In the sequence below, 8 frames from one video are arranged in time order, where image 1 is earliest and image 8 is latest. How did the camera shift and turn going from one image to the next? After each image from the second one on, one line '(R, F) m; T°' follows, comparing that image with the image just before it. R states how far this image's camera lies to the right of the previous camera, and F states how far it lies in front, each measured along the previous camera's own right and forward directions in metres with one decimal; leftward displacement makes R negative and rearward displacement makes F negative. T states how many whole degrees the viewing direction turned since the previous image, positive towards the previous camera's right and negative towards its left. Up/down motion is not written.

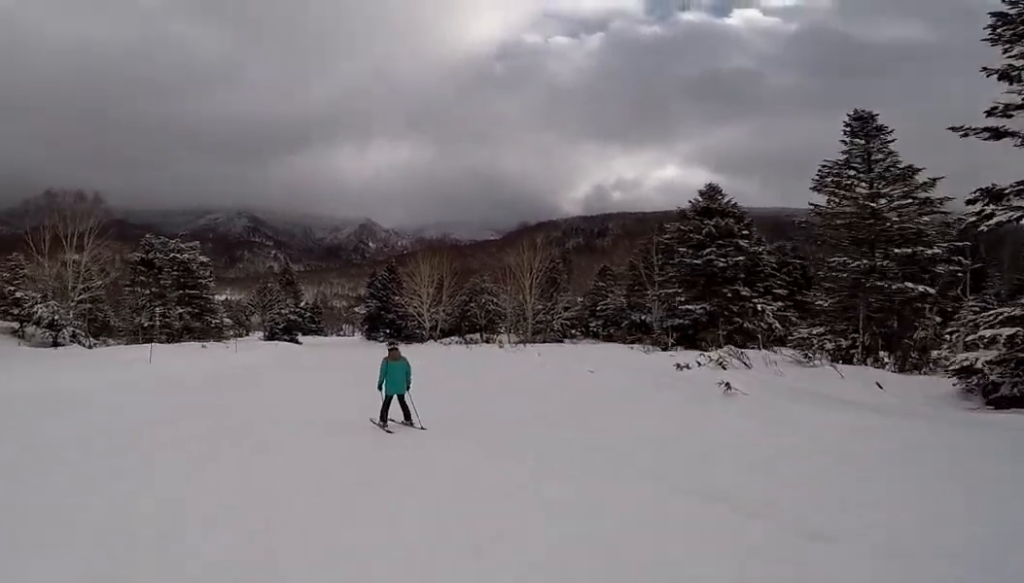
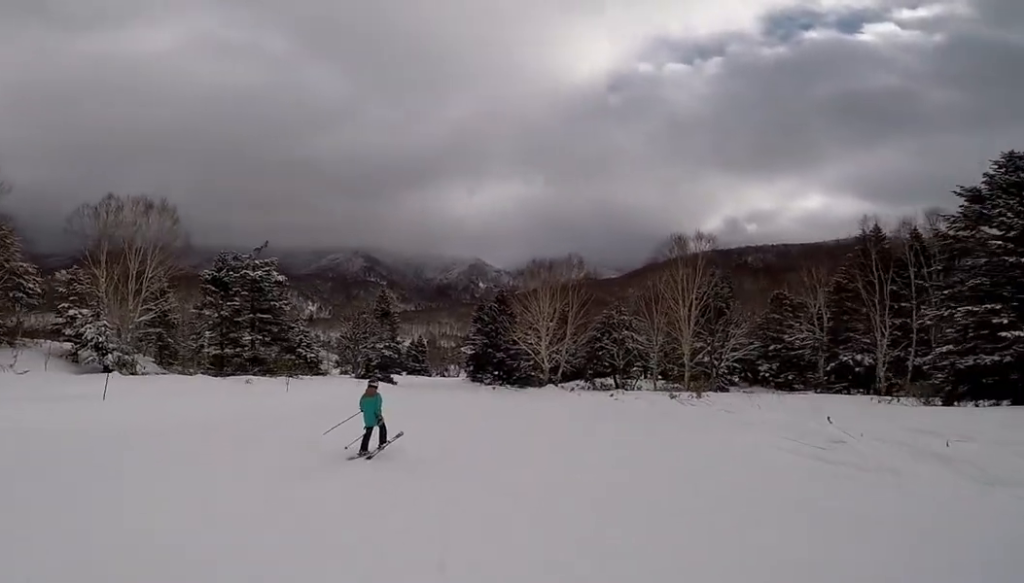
(-0.6, +9.5) m; -9°
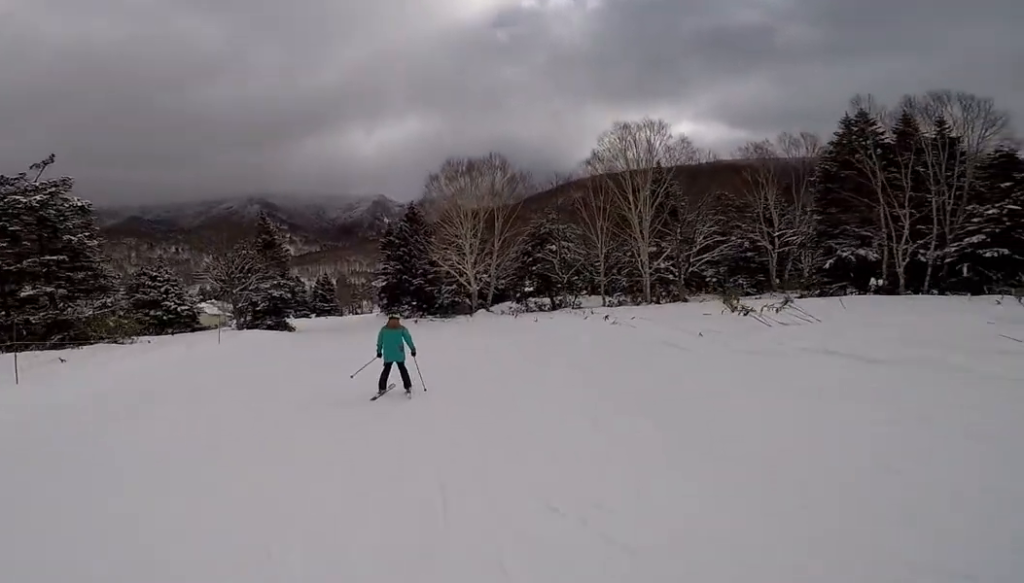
(+0.3, +10.7) m; +3°
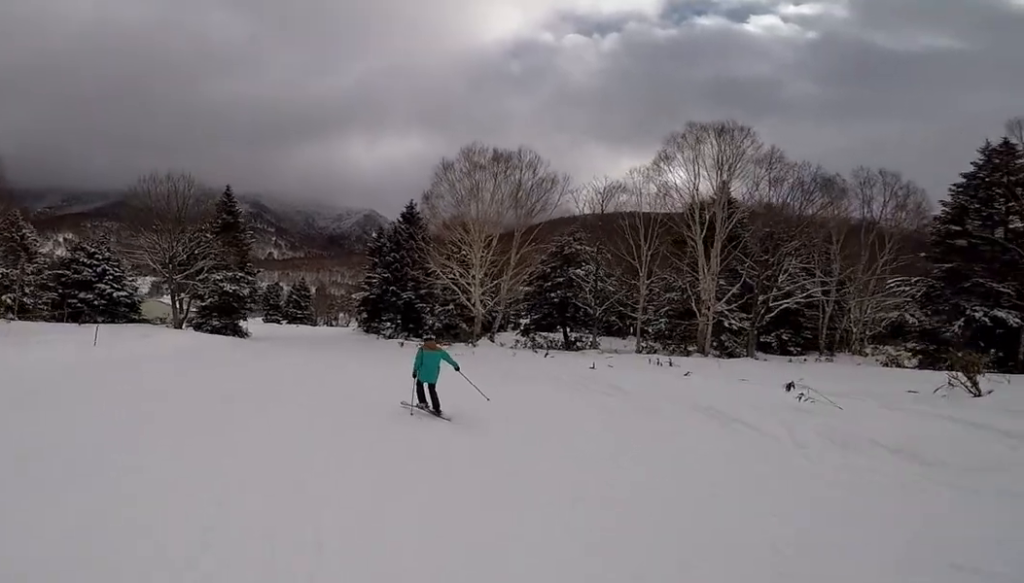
(-0.1, +8.7) m; +4°
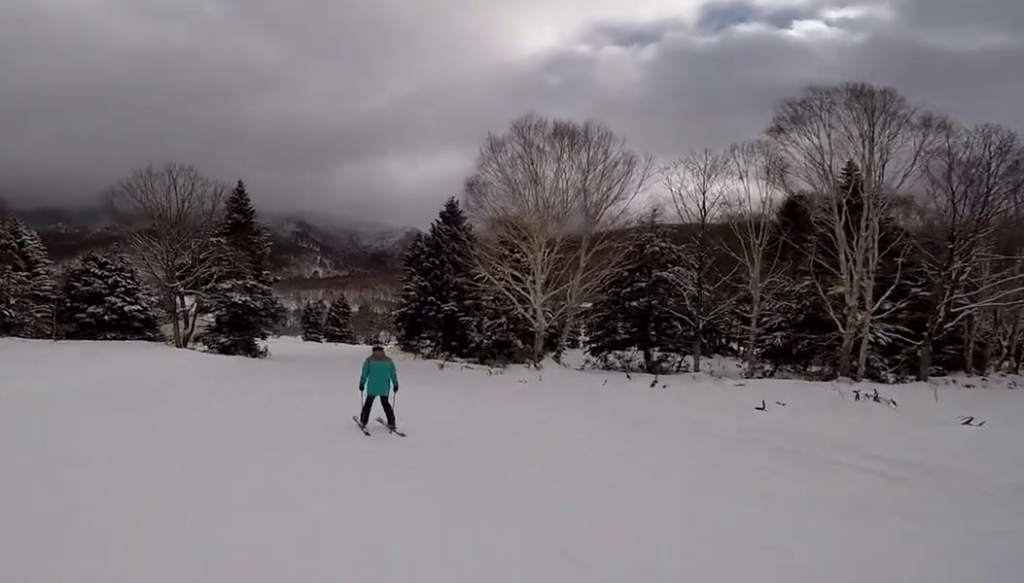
(+0.5, +6.1) m; -5°
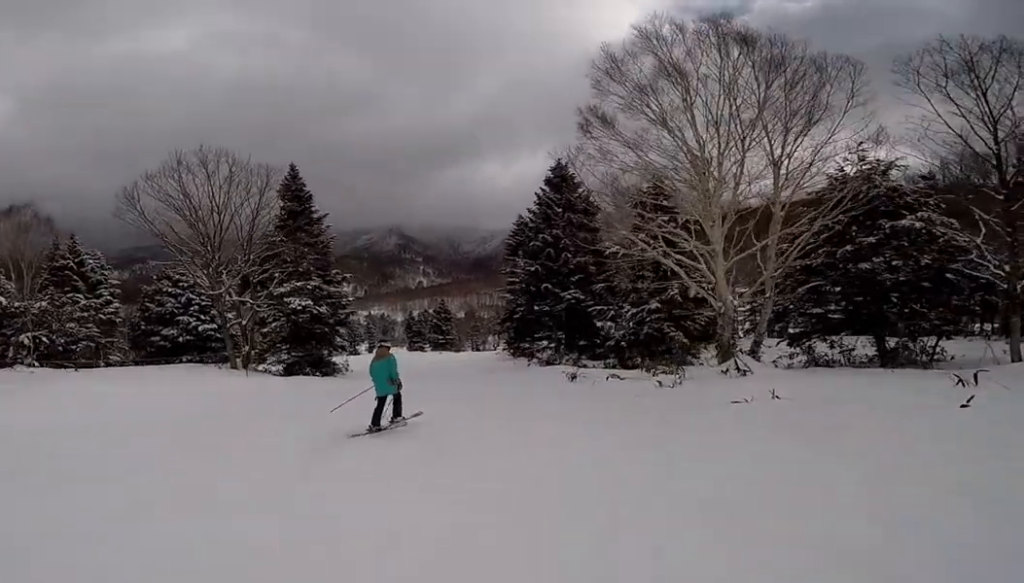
(-1.1, +6.5) m; -15°
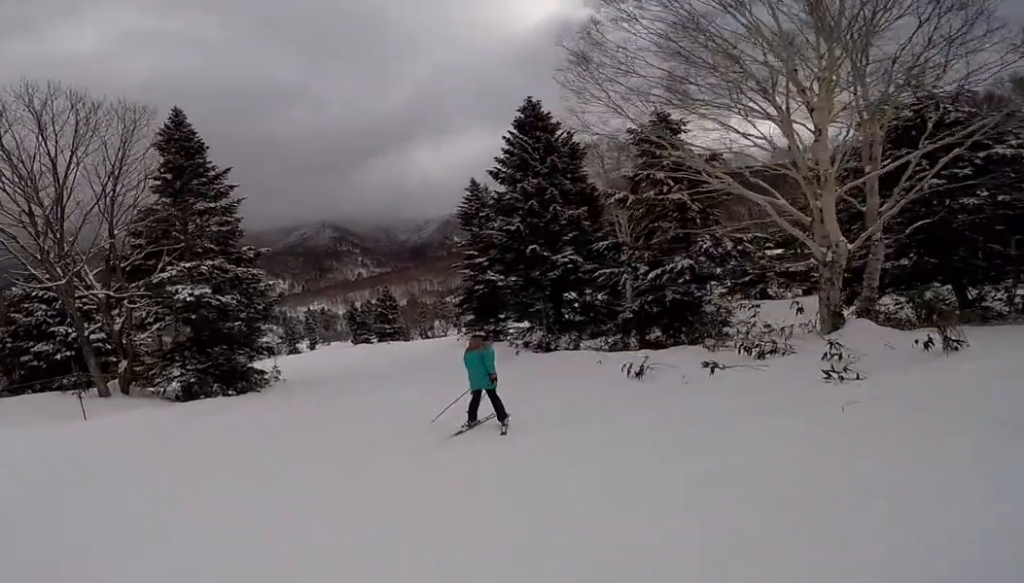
(-0.4, +7.2) m; +10°
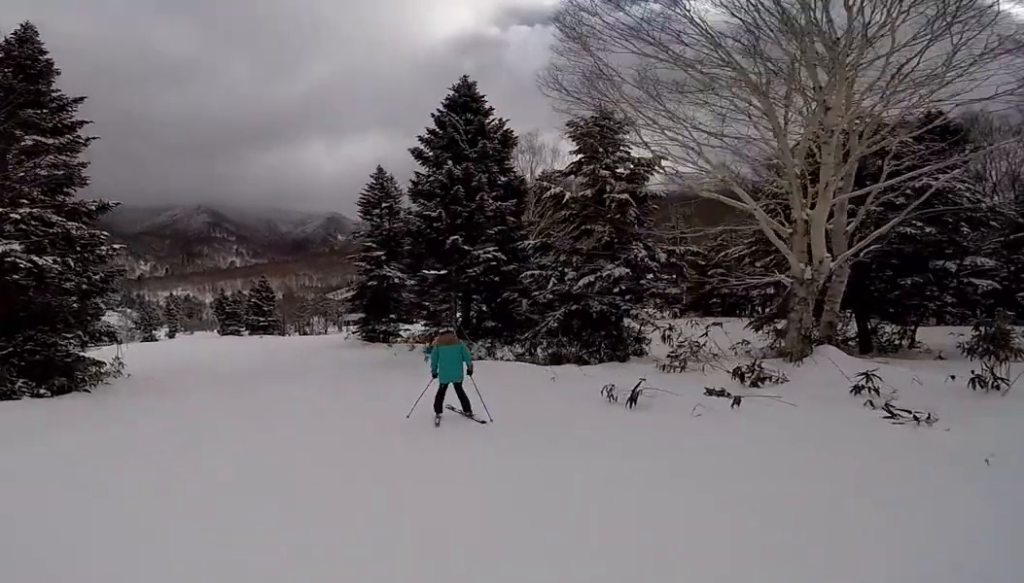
(+0.4, +3.7) m; +8°
